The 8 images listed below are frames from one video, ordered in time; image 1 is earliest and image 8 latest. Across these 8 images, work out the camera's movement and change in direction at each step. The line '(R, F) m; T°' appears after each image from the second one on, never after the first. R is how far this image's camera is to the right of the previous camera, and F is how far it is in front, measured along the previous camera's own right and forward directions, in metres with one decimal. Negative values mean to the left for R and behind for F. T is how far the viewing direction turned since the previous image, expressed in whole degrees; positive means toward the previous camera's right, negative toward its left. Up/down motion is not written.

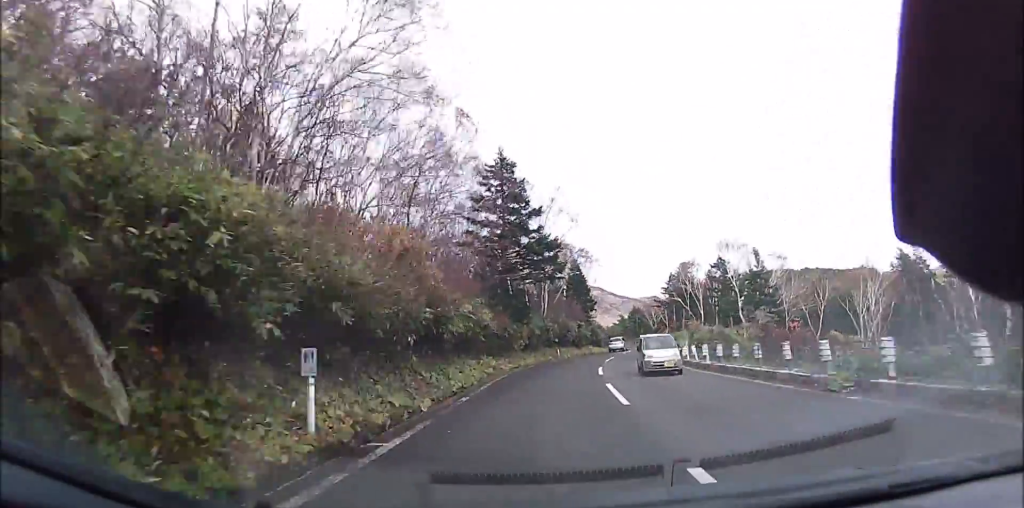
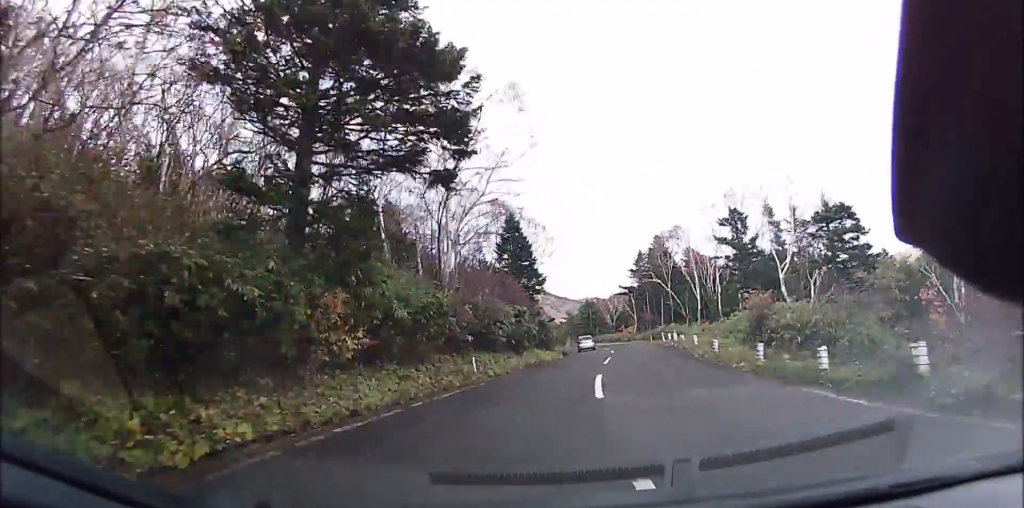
(+0.9, +19.2) m; +4°
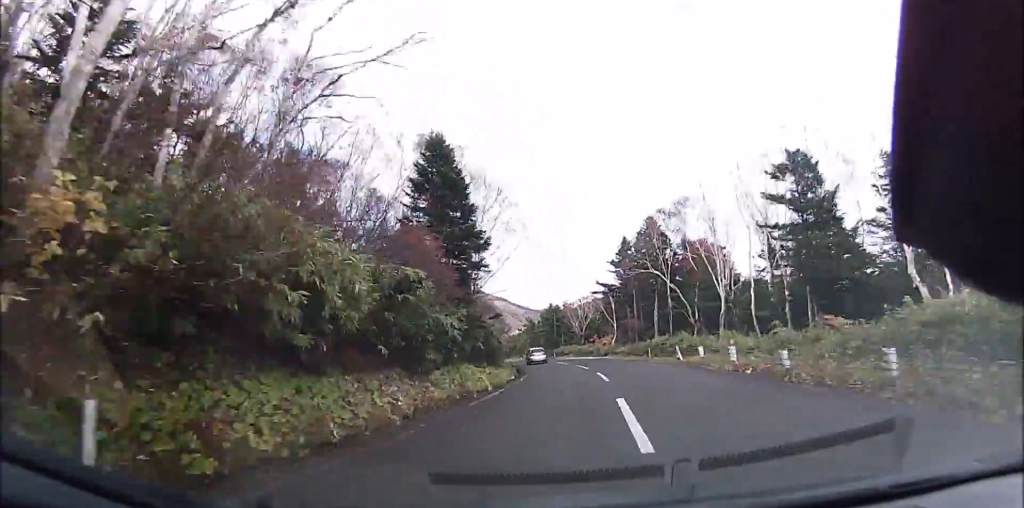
(+0.4, +14.0) m; +2°
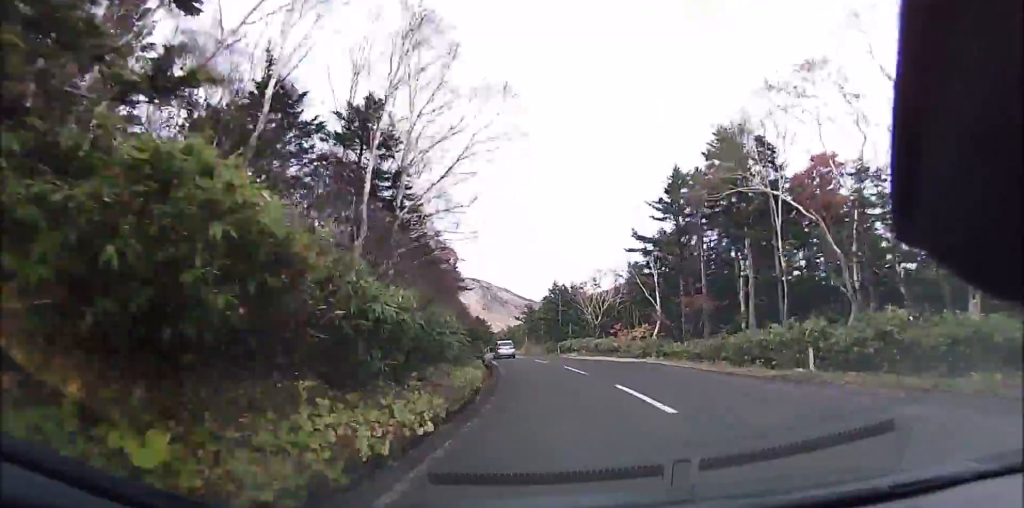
(+0.3, +17.6) m; +2°
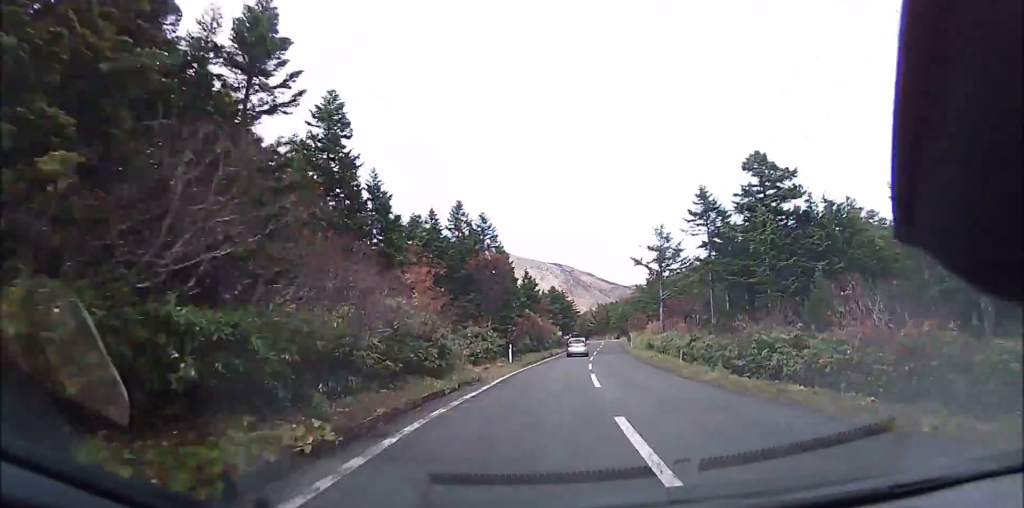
(-1.0, +57.4) m; -4°
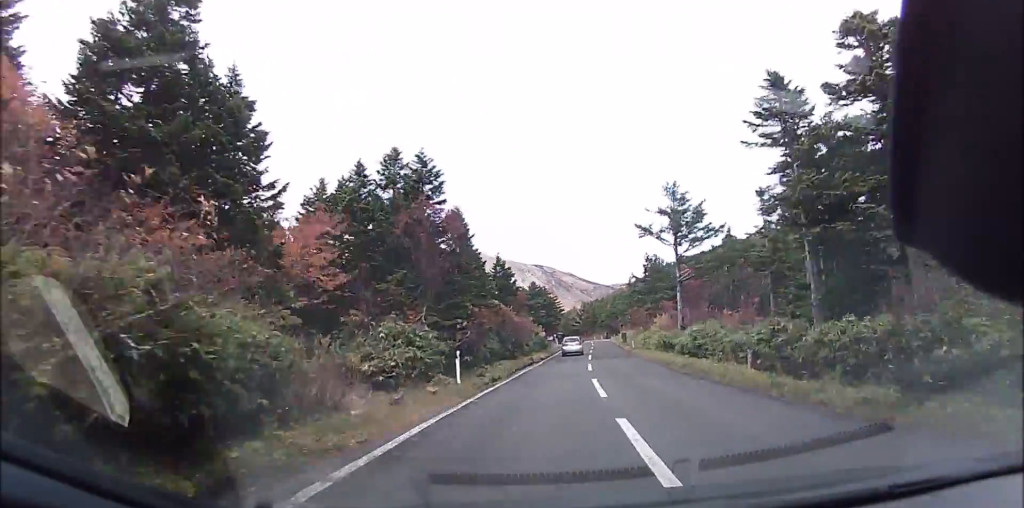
(-0.3, +10.7) m; 0°
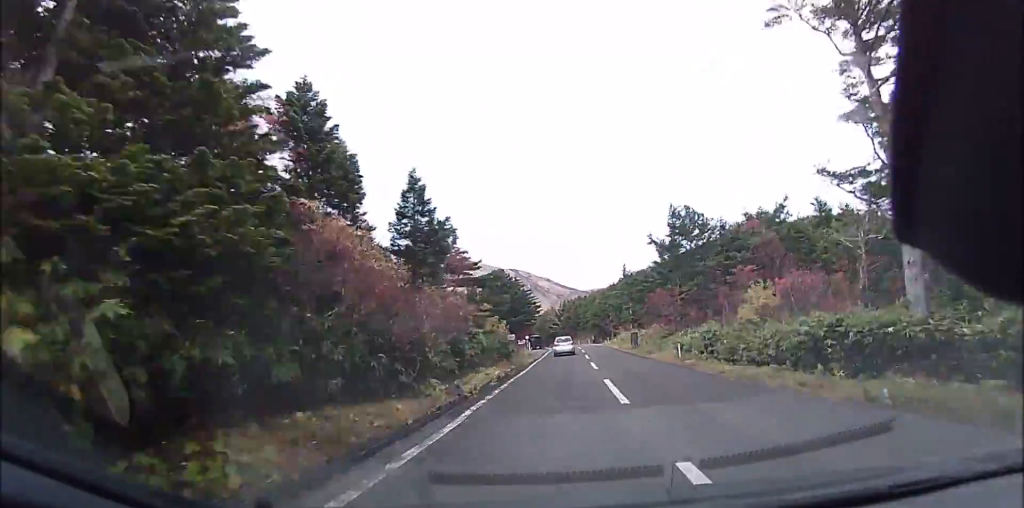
(+0.1, +21.0) m; +1°
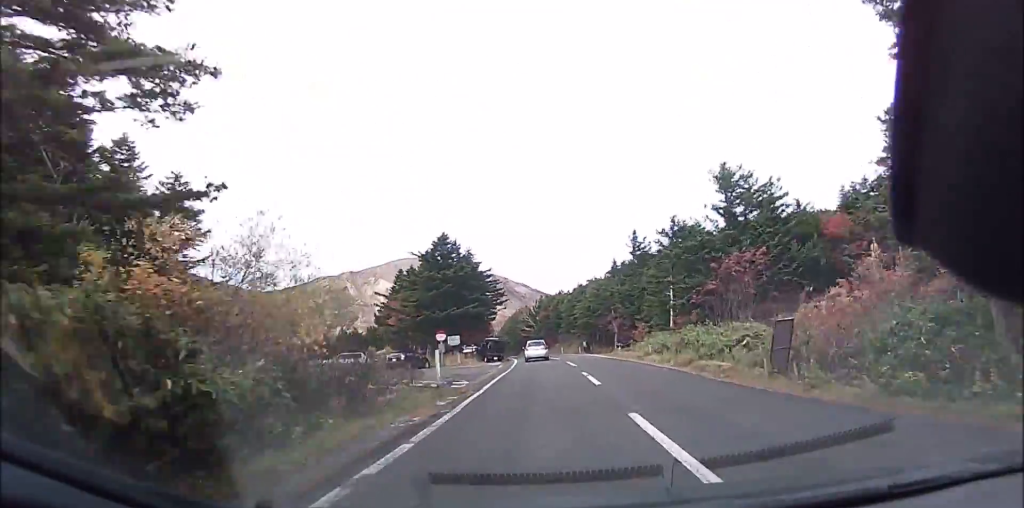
(+0.5, +26.1) m; +1°
